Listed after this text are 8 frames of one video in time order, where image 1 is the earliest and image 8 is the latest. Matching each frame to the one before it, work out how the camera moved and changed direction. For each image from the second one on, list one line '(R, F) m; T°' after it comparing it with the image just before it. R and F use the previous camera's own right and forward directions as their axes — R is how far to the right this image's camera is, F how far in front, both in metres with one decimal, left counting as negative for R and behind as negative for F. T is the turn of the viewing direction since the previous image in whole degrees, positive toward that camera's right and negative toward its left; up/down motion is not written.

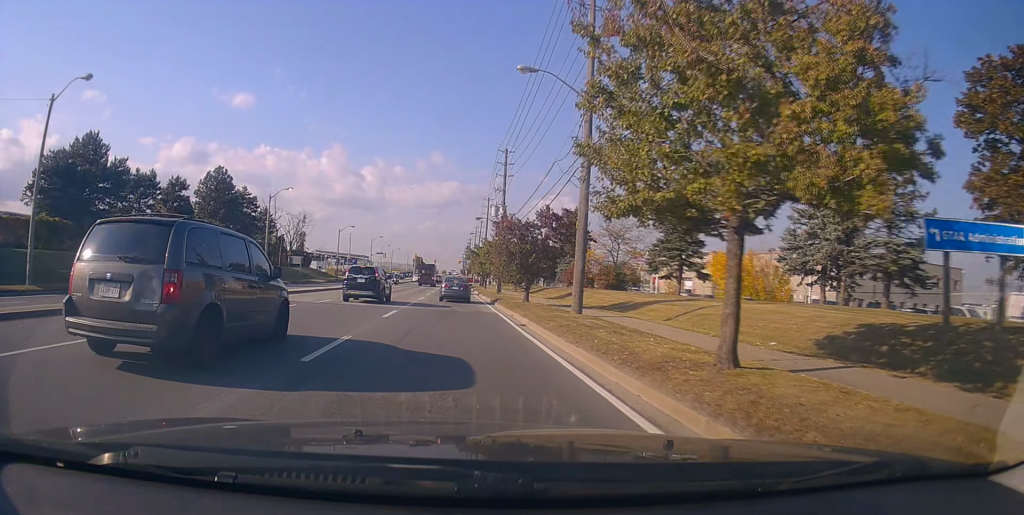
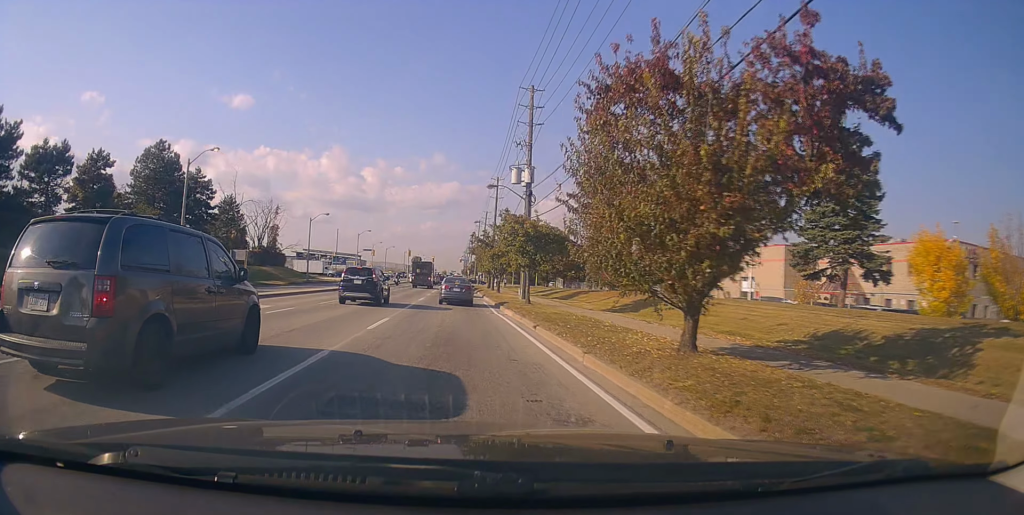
(+0.7, +19.8) m; +5°
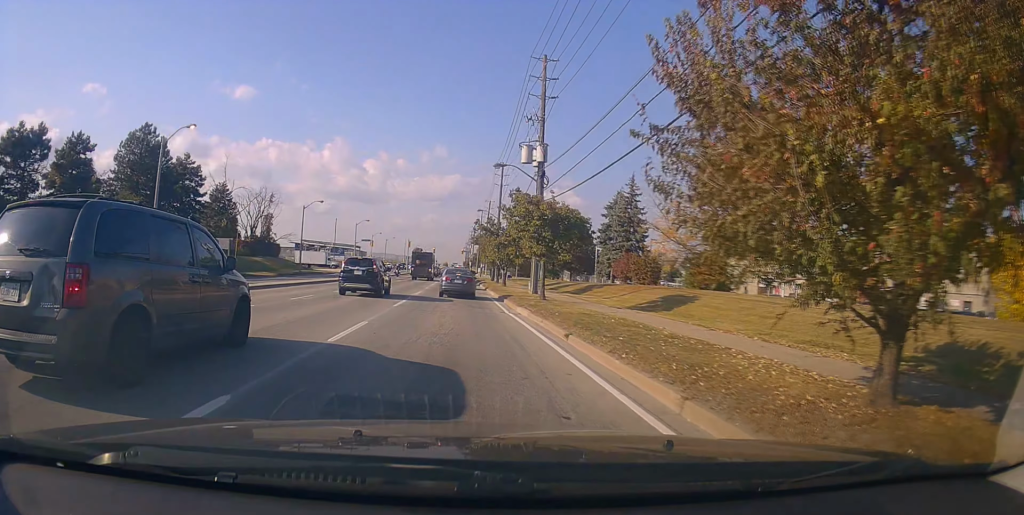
(0.0, +4.3) m; -2°
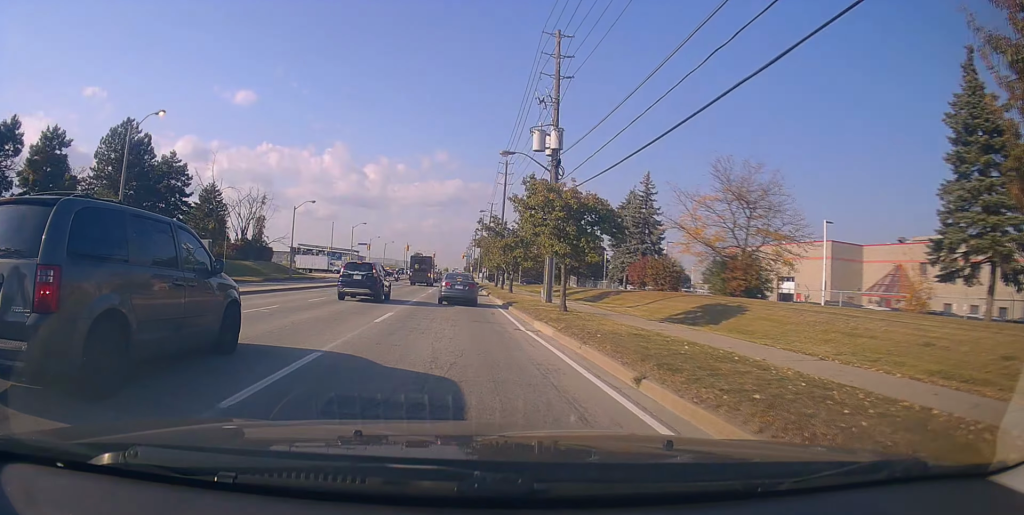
(+0.2, +4.6) m; -2°
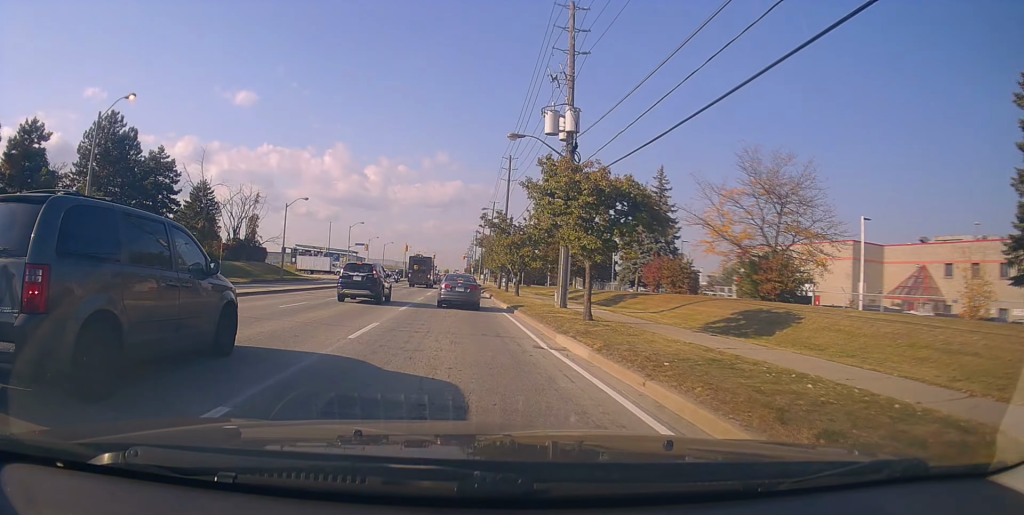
(-0.2, +3.6) m; -1°
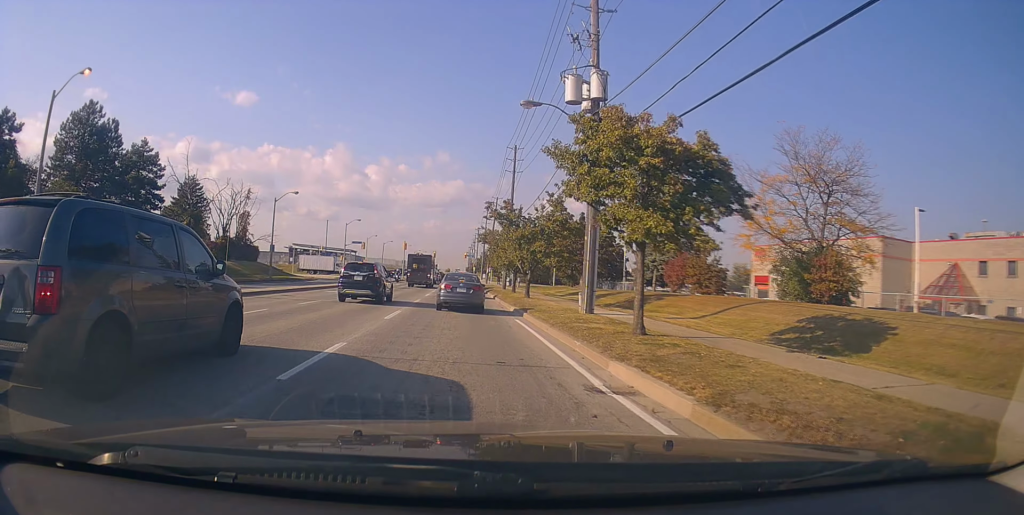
(-0.4, +4.8) m; -2°
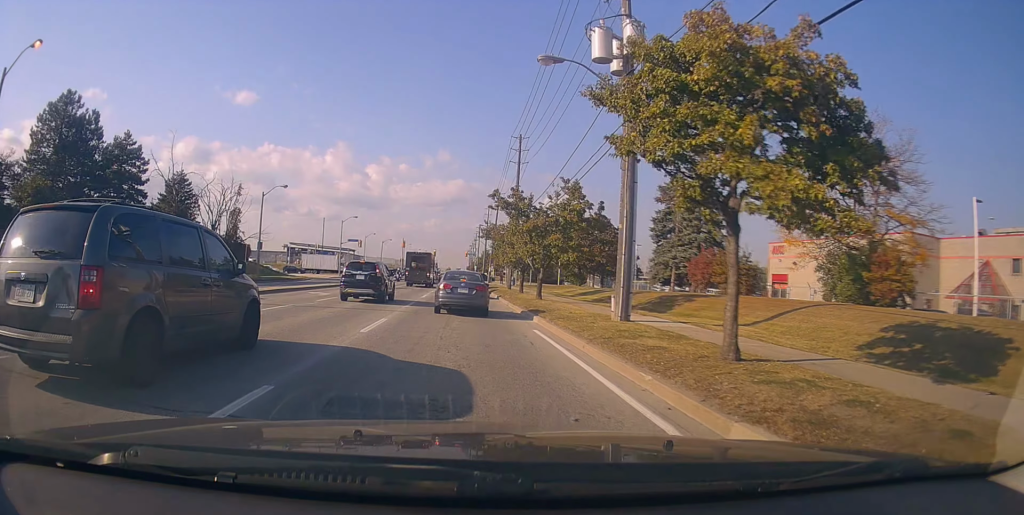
(+0.2, +4.0) m; +3°
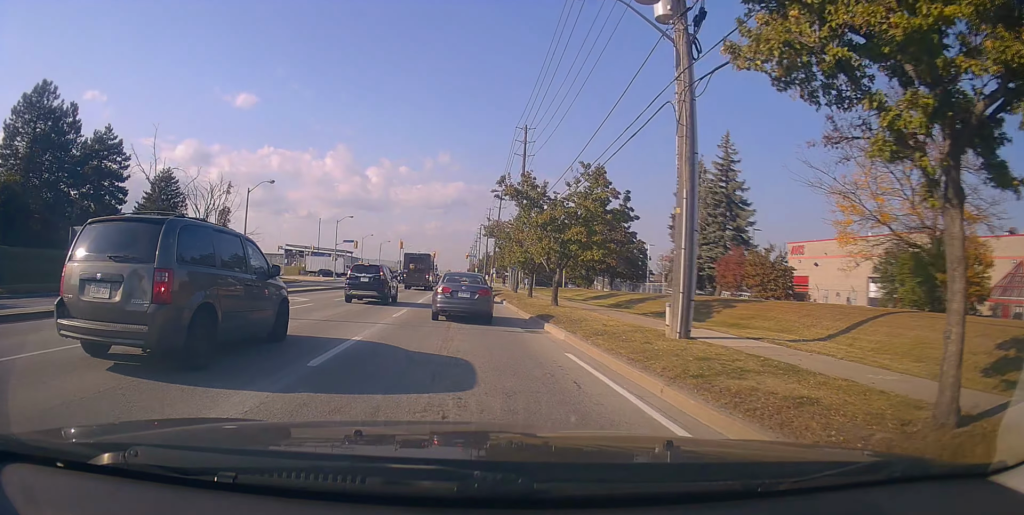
(+0.2, +4.4) m; +2°
